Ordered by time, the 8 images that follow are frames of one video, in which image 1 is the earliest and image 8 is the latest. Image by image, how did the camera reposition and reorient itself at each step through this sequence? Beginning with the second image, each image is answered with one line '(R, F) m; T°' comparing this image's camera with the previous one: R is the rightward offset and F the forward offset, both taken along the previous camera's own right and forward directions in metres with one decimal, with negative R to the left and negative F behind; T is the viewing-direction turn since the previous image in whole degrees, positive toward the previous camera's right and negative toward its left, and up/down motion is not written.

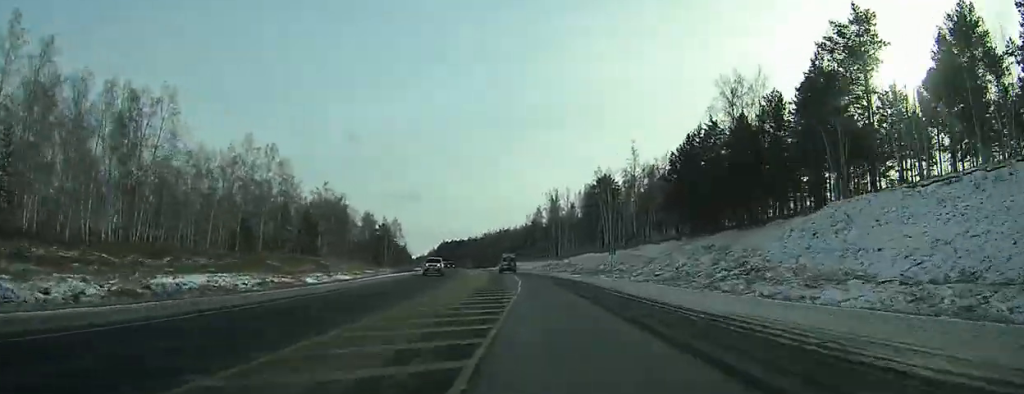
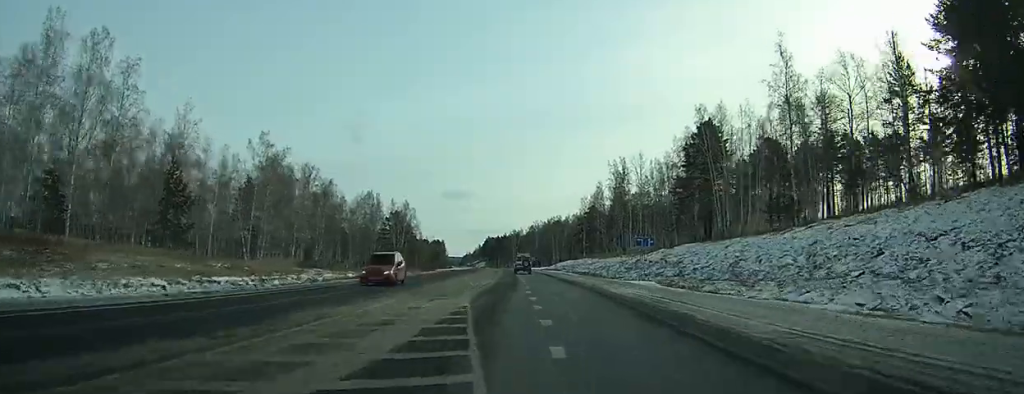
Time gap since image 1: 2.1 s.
(+3.0, +52.7) m; -2°
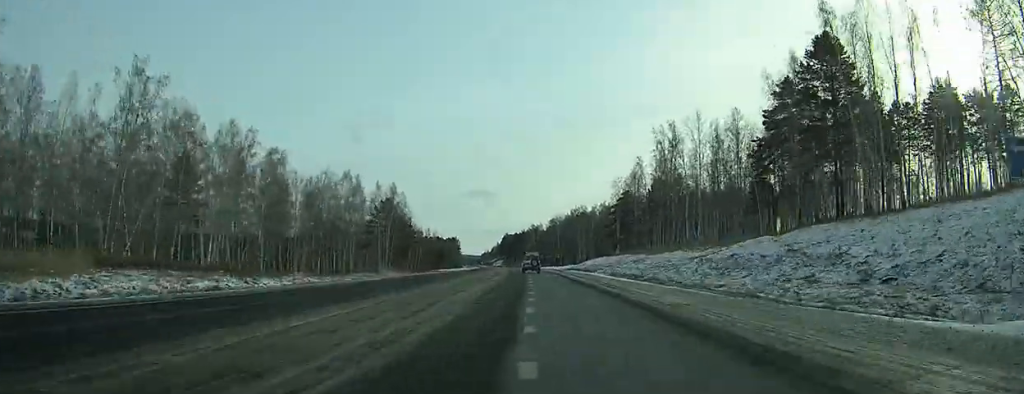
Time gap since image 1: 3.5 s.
(+0.7, +32.4) m; -6°
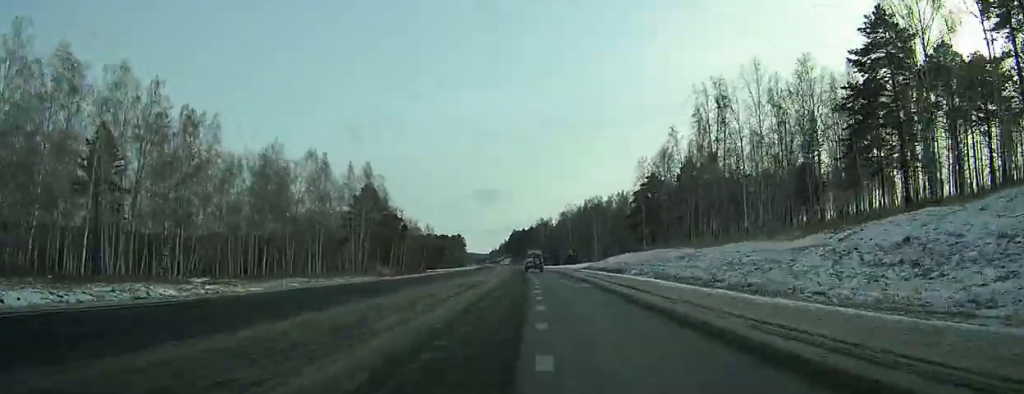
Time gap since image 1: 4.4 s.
(-5.4, +23.6) m; -6°
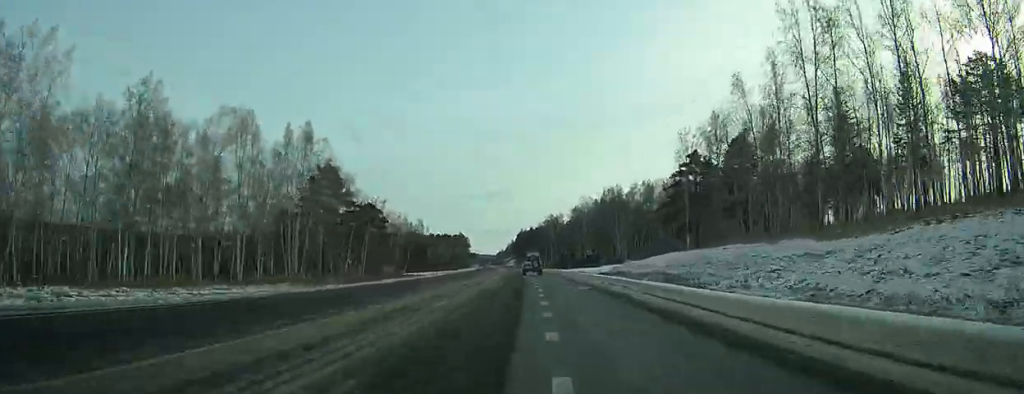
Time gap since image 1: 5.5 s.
(-1.8, +29.3) m; -2°
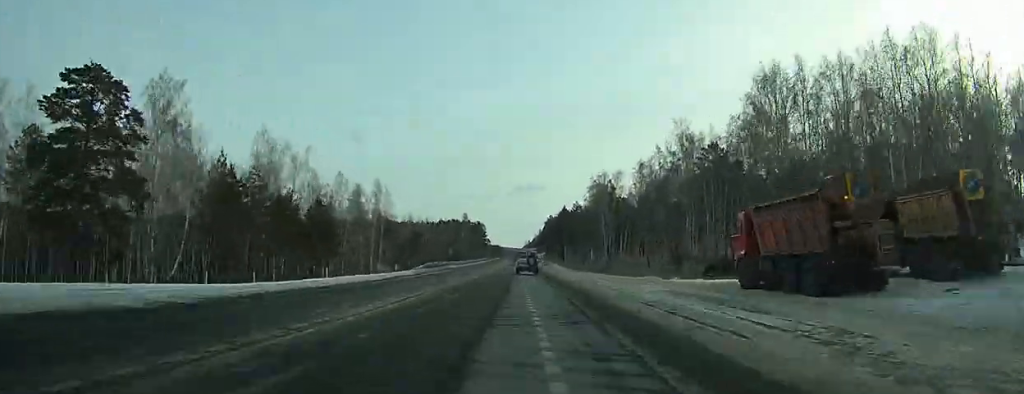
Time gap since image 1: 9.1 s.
(+4.3, +95.9) m; -1°
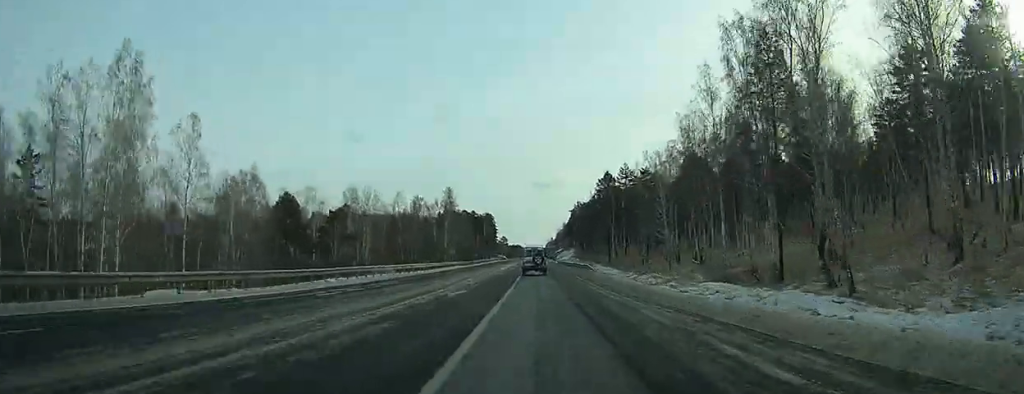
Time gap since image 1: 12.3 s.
(+1.4, +87.4) m; +7°
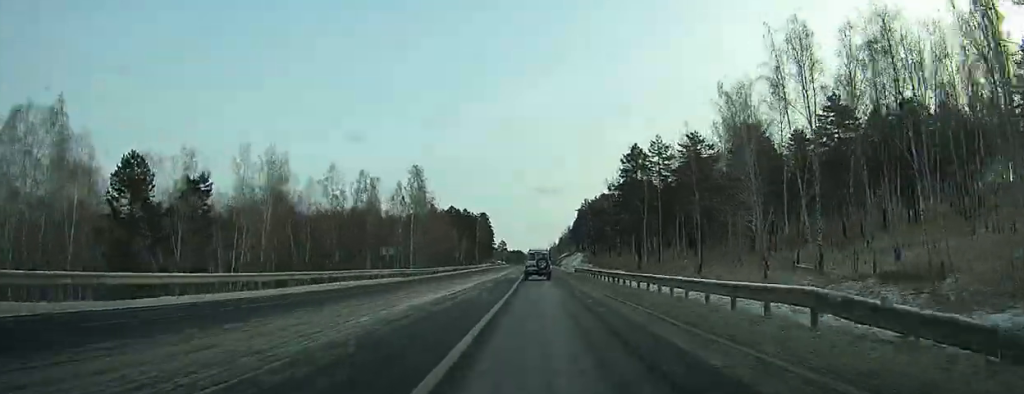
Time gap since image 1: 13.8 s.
(+1.5, +36.9) m; +1°
